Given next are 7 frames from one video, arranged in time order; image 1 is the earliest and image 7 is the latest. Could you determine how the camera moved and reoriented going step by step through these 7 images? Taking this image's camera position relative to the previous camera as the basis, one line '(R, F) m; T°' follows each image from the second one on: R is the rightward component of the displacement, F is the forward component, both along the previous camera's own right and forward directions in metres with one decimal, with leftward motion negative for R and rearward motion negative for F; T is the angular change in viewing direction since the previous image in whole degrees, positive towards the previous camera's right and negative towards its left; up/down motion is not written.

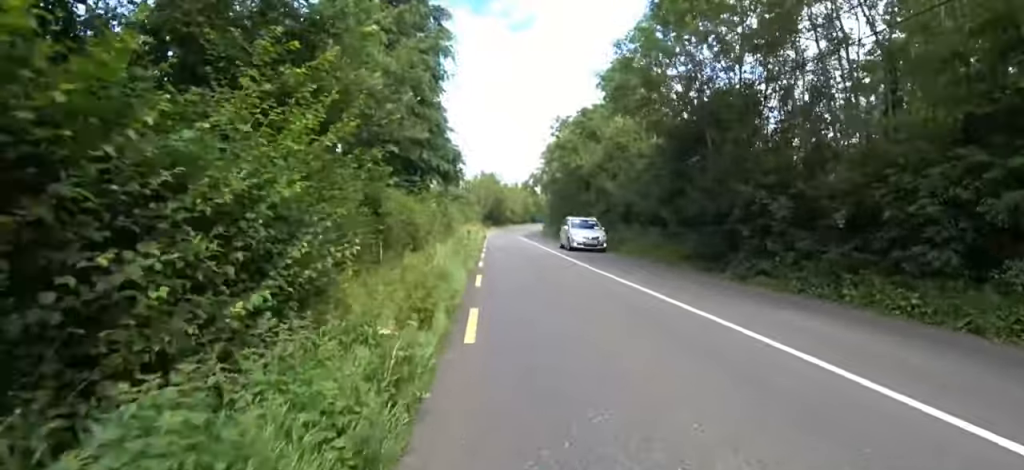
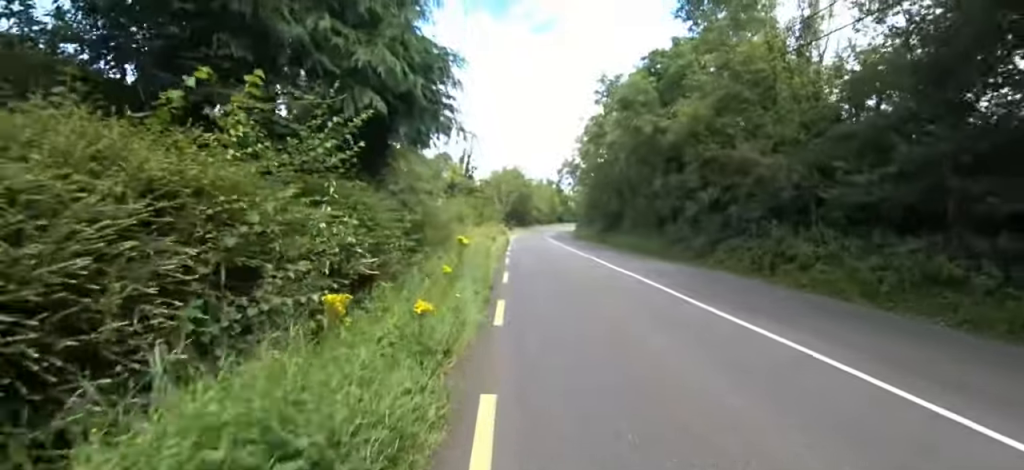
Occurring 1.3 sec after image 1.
(-0.1, +10.4) m; 0°
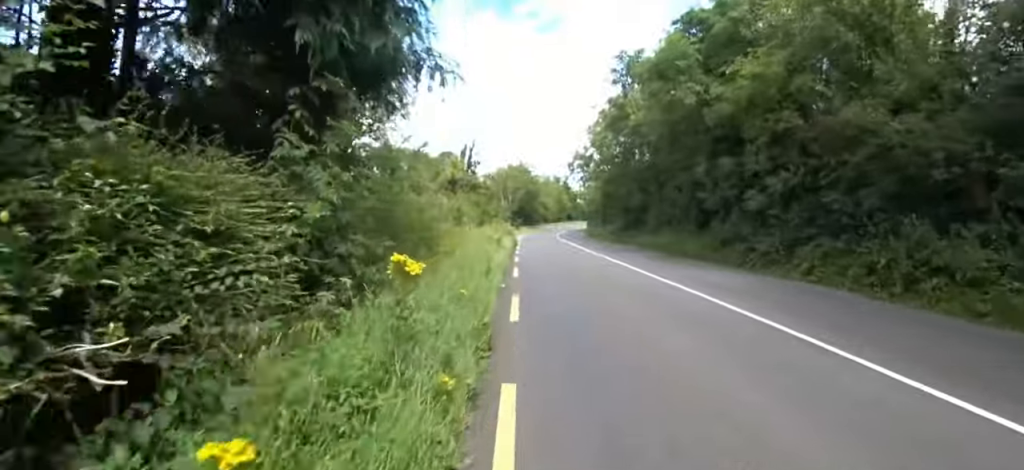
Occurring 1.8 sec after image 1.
(-0.1, +3.6) m; +1°
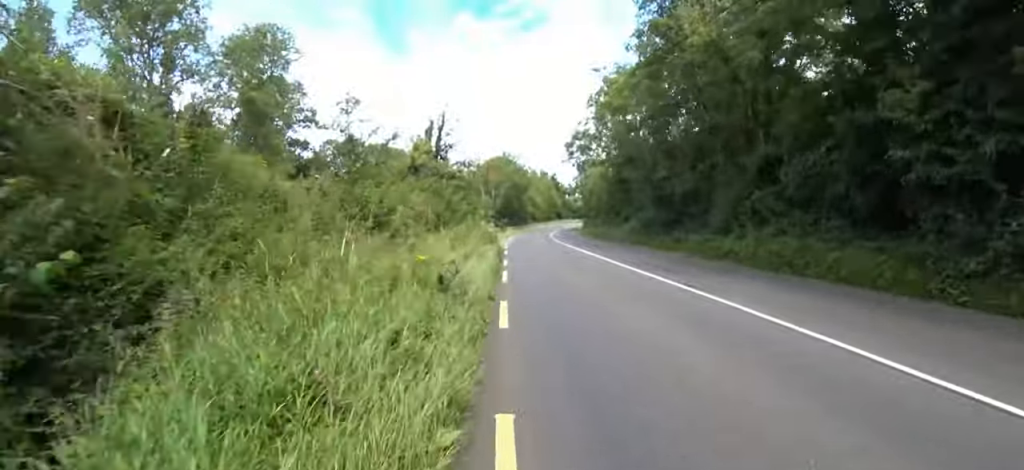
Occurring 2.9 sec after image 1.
(+0.6, +8.8) m; +3°
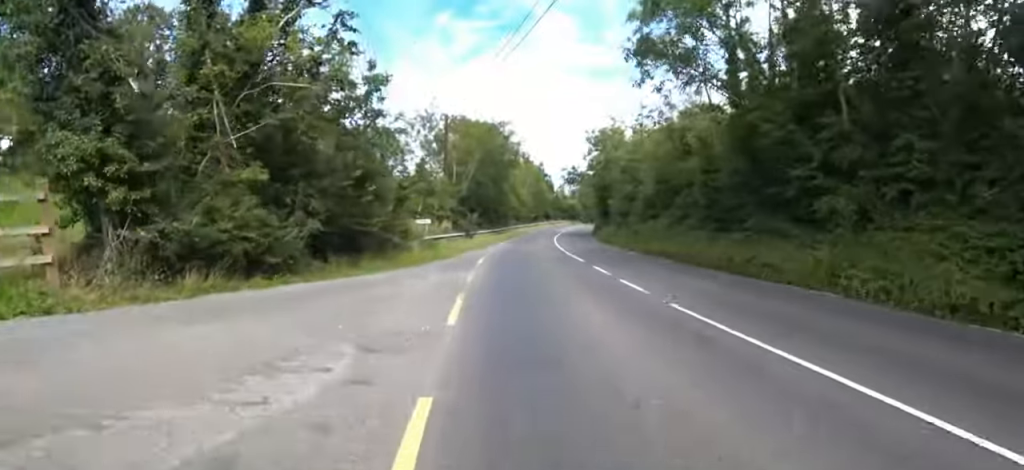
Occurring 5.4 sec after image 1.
(-0.9, +19.8) m; -4°
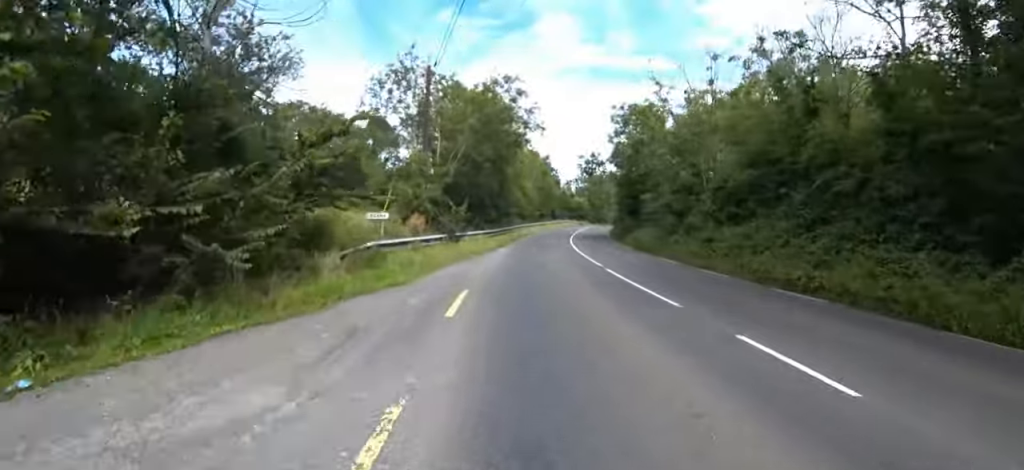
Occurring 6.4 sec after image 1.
(-0.4, +7.8) m; 0°
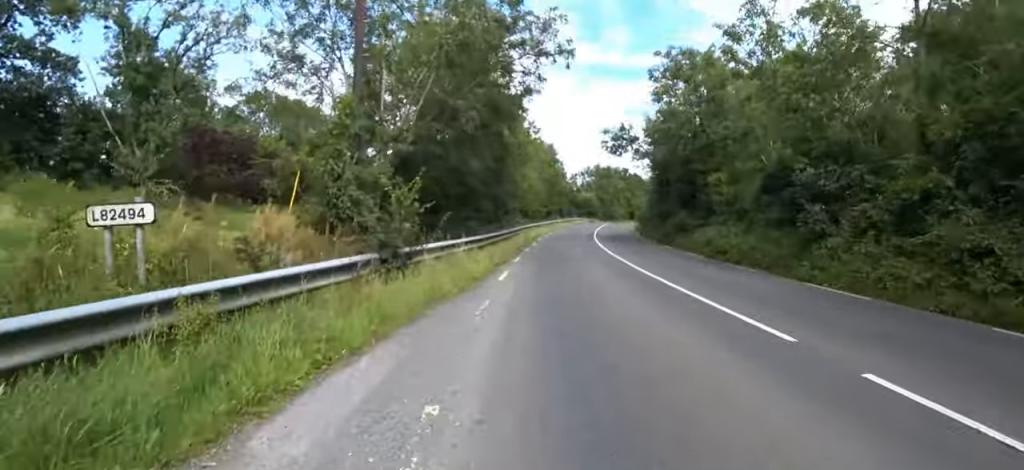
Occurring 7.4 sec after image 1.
(+0.4, +8.7) m; +8°
